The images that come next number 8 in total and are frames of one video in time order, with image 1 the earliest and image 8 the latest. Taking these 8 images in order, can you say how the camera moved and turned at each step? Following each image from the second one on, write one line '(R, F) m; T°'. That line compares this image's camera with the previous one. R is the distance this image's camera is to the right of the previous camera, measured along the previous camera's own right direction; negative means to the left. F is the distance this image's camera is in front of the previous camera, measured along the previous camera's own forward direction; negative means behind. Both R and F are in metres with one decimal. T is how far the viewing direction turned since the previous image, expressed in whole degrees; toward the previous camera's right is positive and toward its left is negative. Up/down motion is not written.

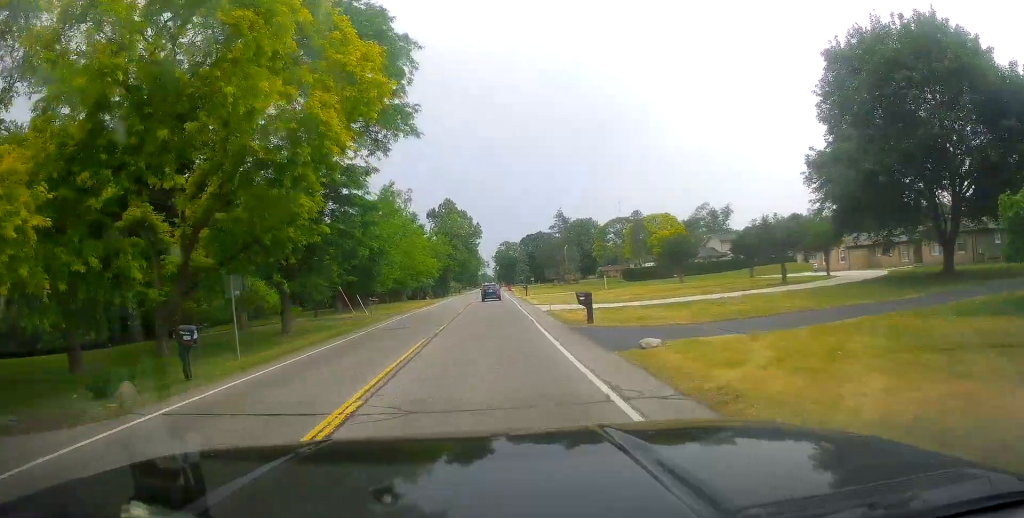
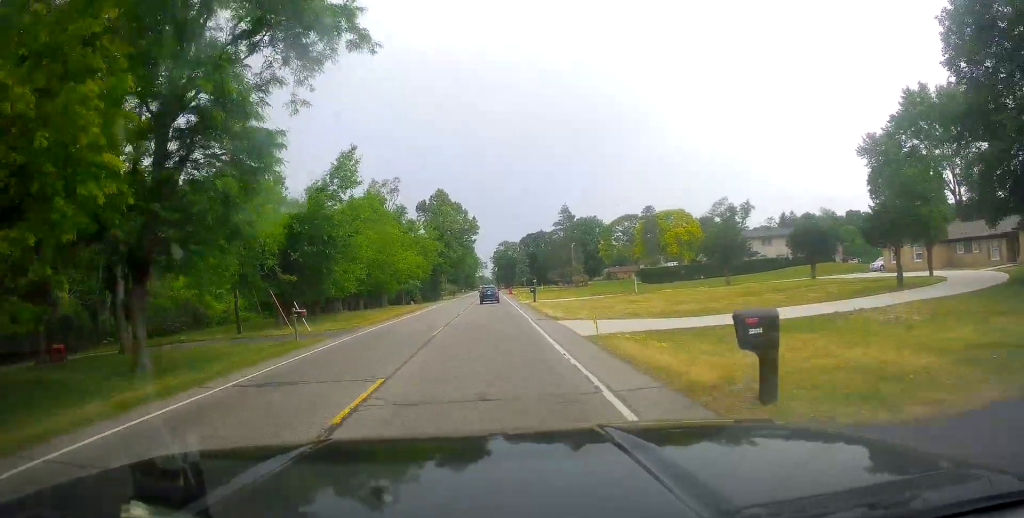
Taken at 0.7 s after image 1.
(-0.6, +14.2) m; 0°
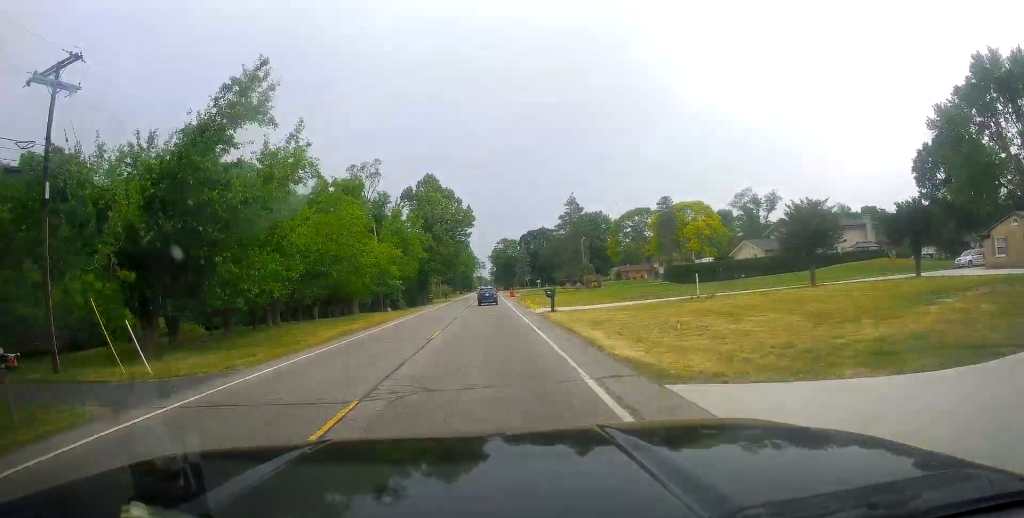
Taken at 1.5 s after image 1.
(+0.4, +15.6) m; +1°
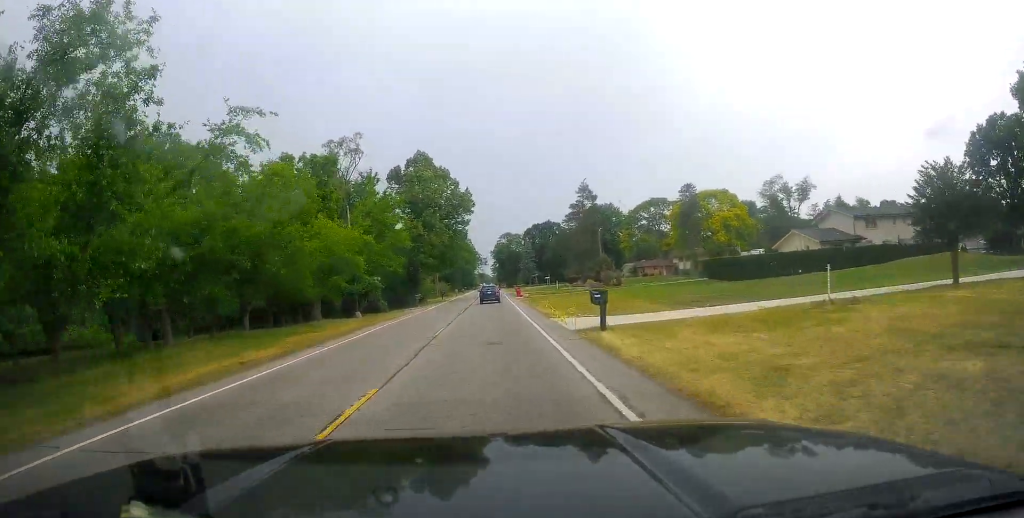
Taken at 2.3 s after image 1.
(+0.1, +14.2) m; 0°
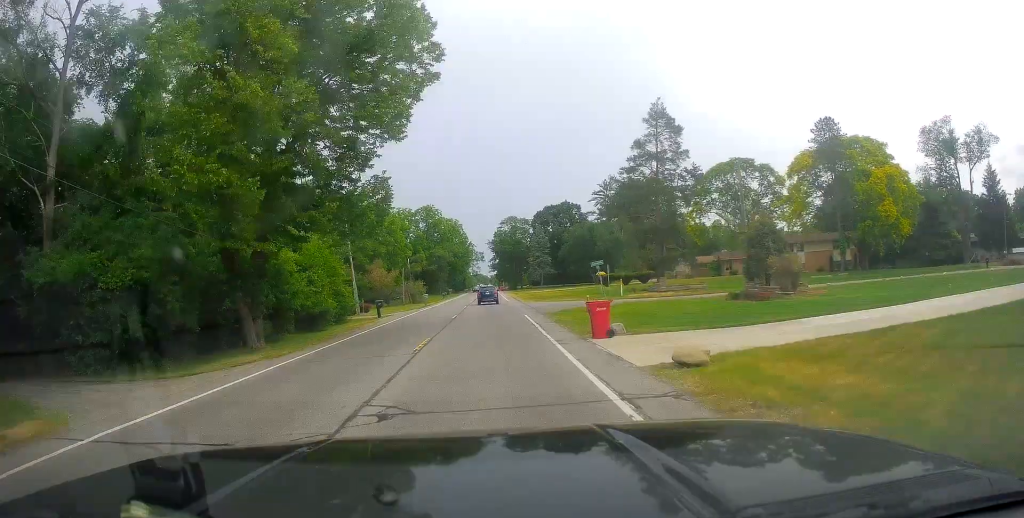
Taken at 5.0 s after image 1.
(-1.1, +51.2) m; -1°
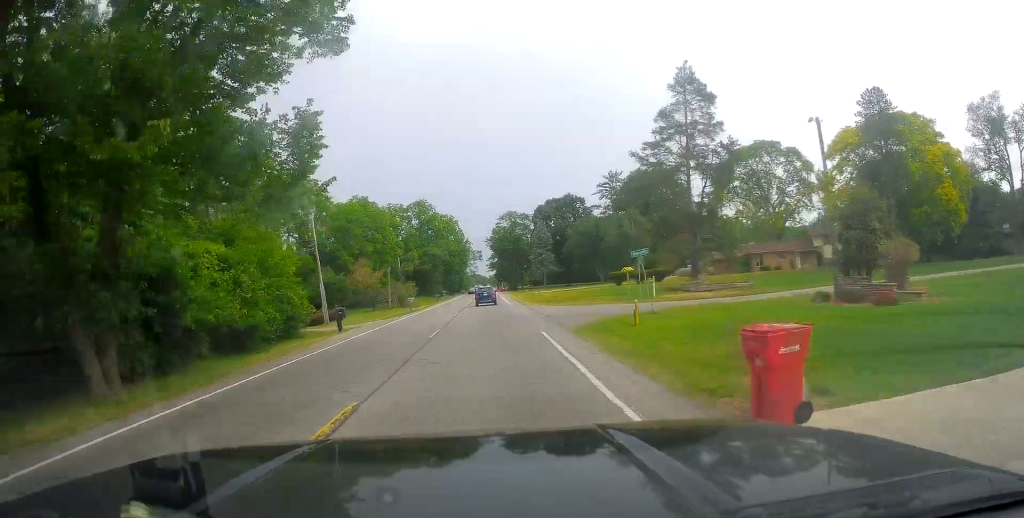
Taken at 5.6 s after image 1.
(+0.5, +10.6) m; 0°
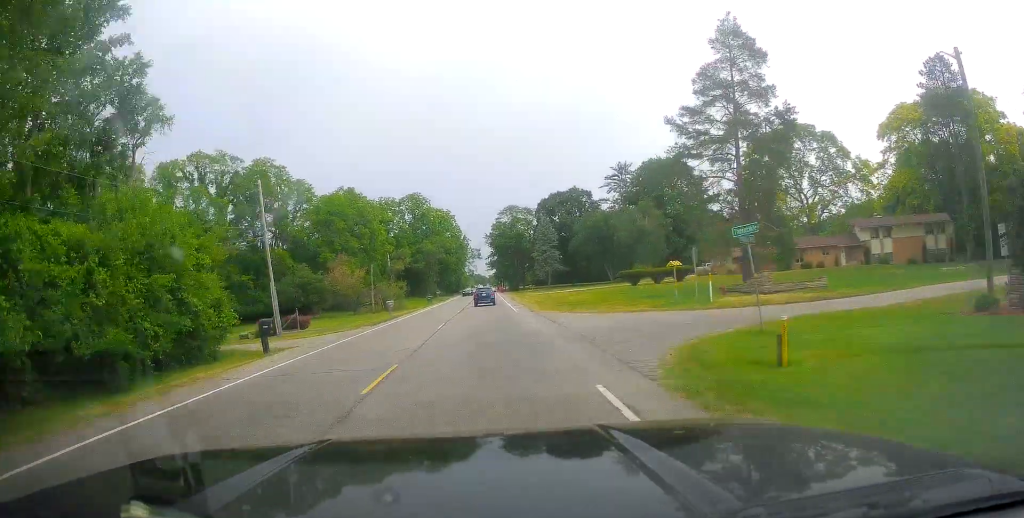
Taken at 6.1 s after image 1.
(0.0, +10.6) m; 0°
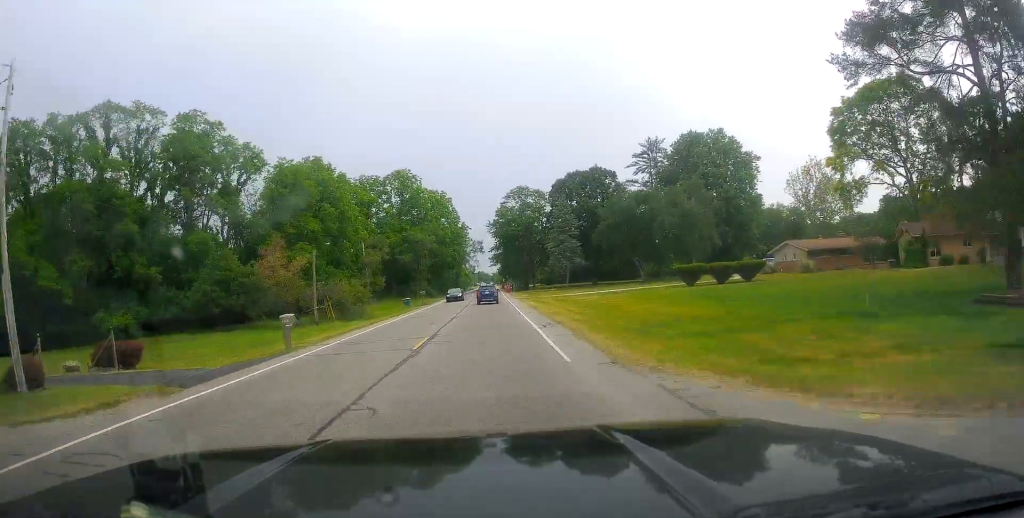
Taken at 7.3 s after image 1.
(-0.2, +22.9) m; +1°
